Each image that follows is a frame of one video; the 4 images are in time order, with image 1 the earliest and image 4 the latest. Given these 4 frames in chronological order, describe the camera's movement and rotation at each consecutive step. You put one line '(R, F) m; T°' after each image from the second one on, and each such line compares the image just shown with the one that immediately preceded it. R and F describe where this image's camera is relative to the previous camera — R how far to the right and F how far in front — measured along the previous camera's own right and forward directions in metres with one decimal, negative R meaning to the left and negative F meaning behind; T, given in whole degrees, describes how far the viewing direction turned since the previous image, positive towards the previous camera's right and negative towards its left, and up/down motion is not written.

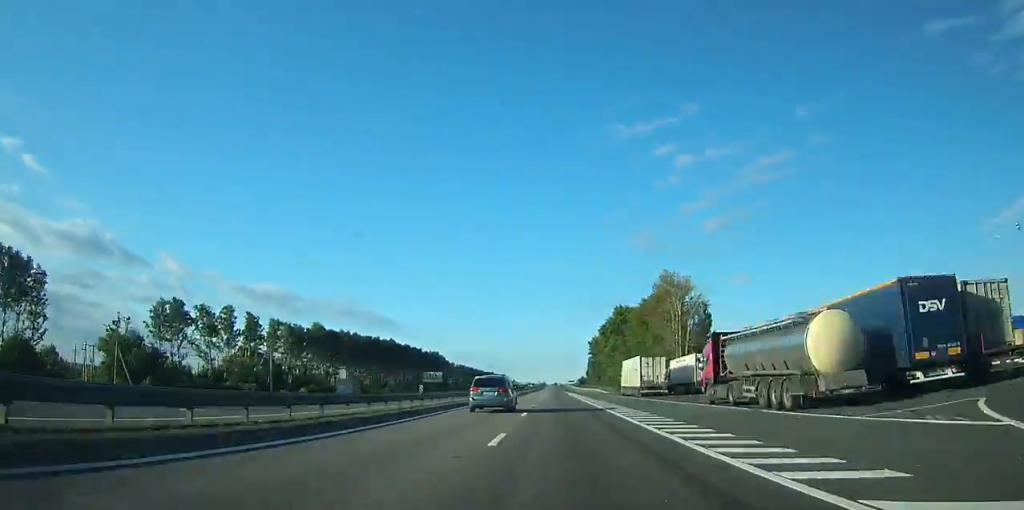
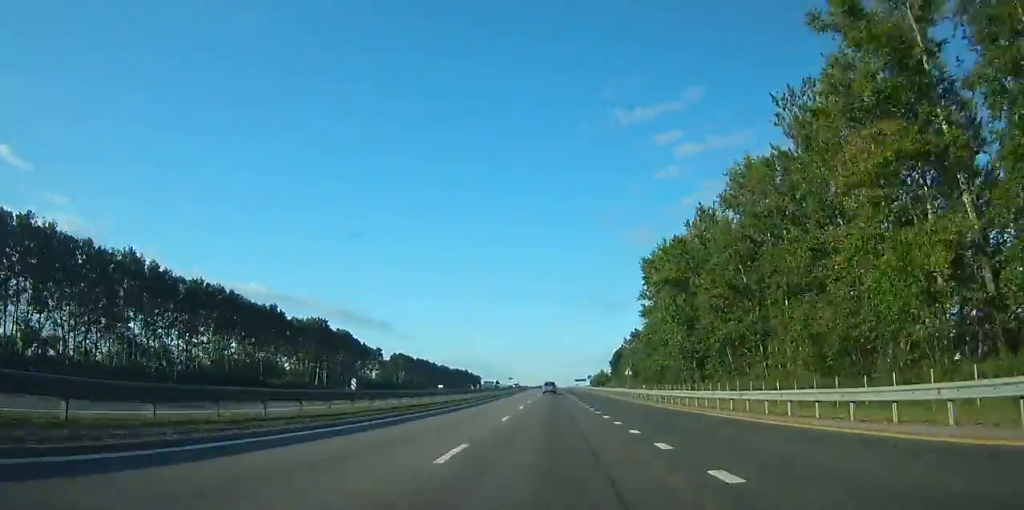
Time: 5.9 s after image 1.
(+0.3, +165.9) m; 0°
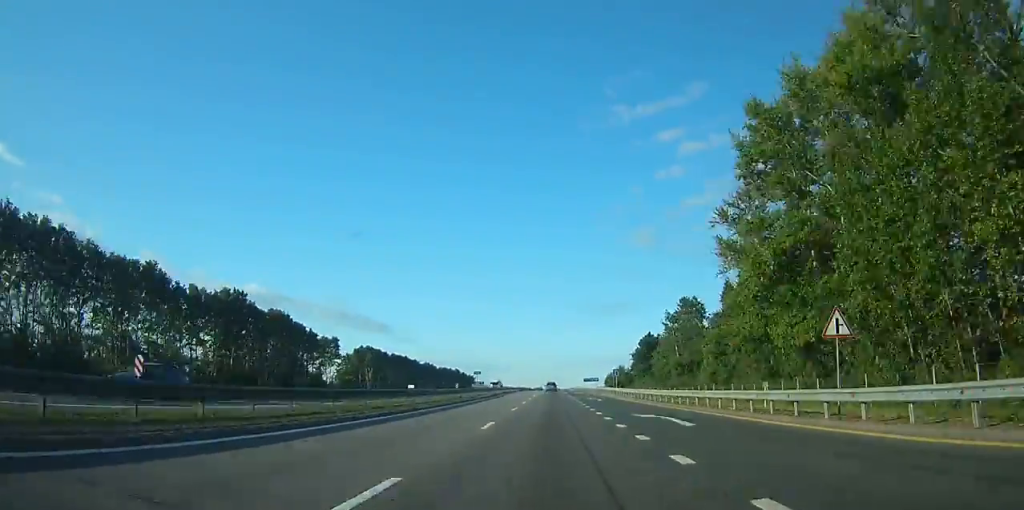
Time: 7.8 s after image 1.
(0.0, +54.7) m; 0°
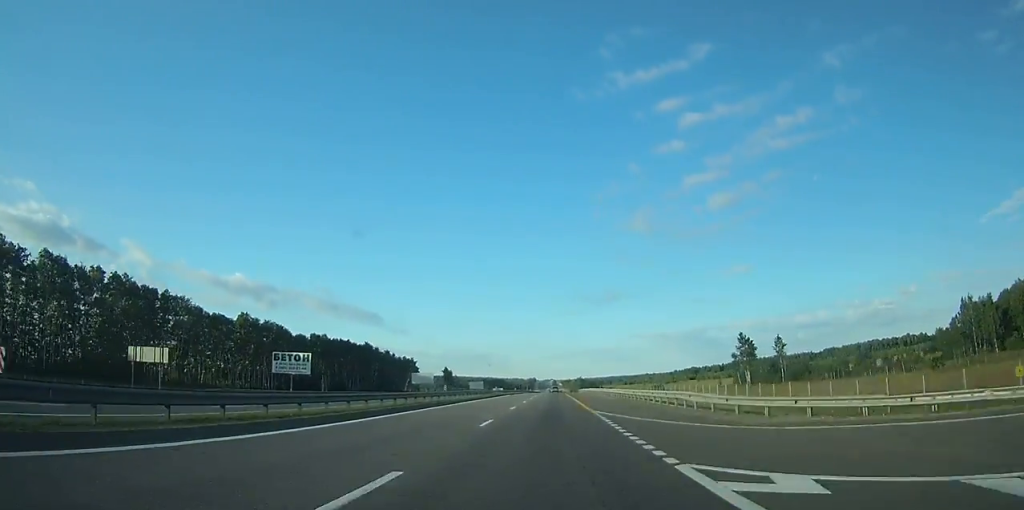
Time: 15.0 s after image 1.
(+0.8, +217.5) m; +1°
